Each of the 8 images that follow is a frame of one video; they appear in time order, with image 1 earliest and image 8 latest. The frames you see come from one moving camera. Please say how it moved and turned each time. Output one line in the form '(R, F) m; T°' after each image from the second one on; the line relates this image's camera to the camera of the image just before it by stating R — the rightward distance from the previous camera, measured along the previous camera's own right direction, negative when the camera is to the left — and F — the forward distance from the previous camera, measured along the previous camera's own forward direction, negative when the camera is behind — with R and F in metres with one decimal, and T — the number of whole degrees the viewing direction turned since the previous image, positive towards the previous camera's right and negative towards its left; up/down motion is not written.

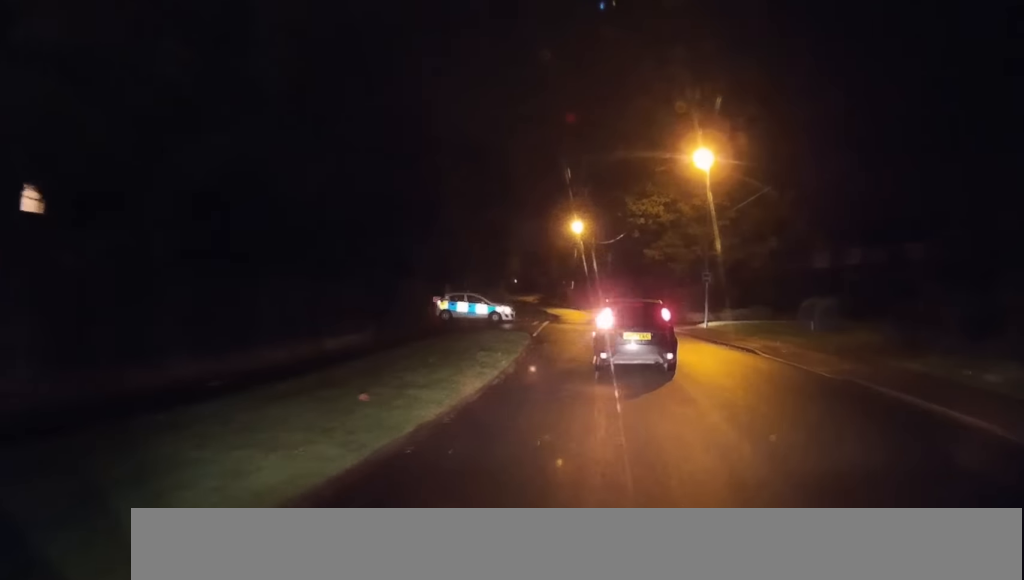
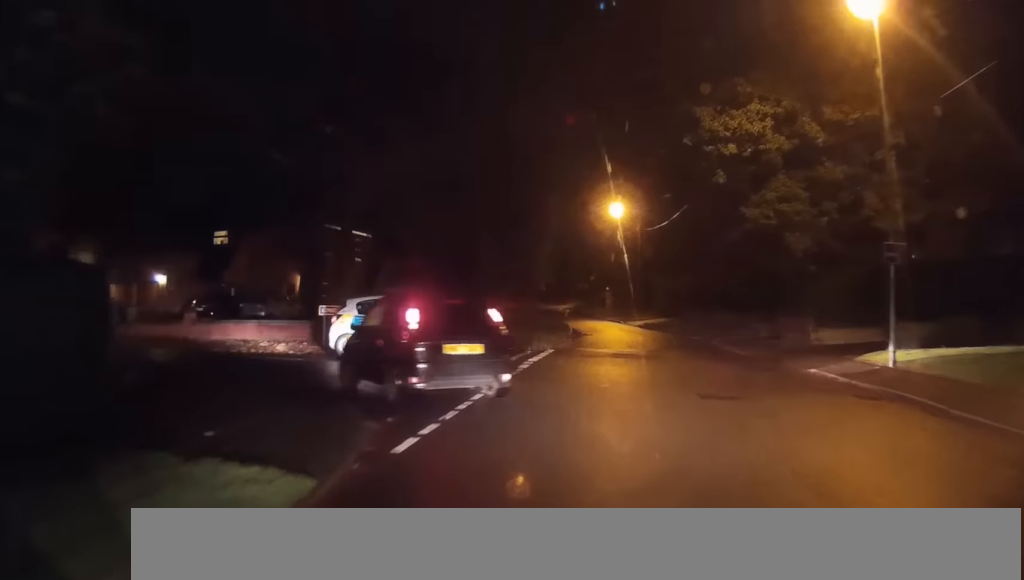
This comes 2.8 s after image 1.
(-0.9, +22.4) m; -4°
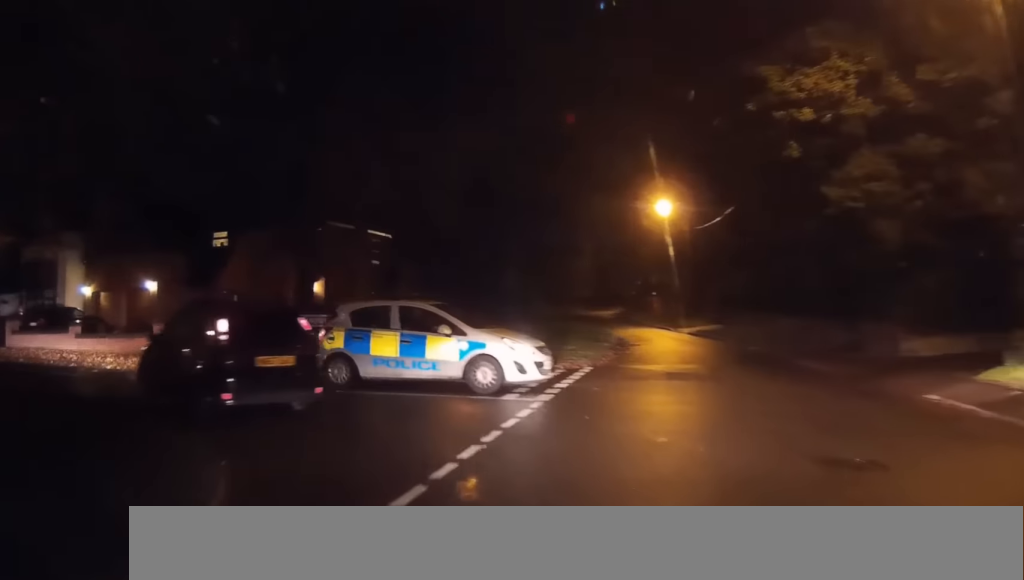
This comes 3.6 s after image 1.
(0.0, +4.3) m; -6°
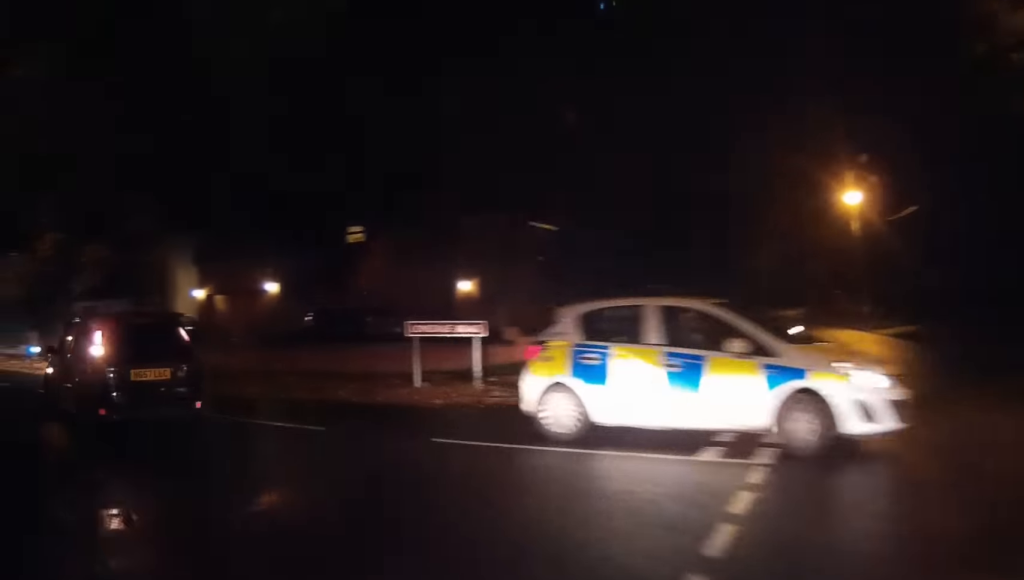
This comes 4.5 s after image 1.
(-0.3, +3.9) m; -24°
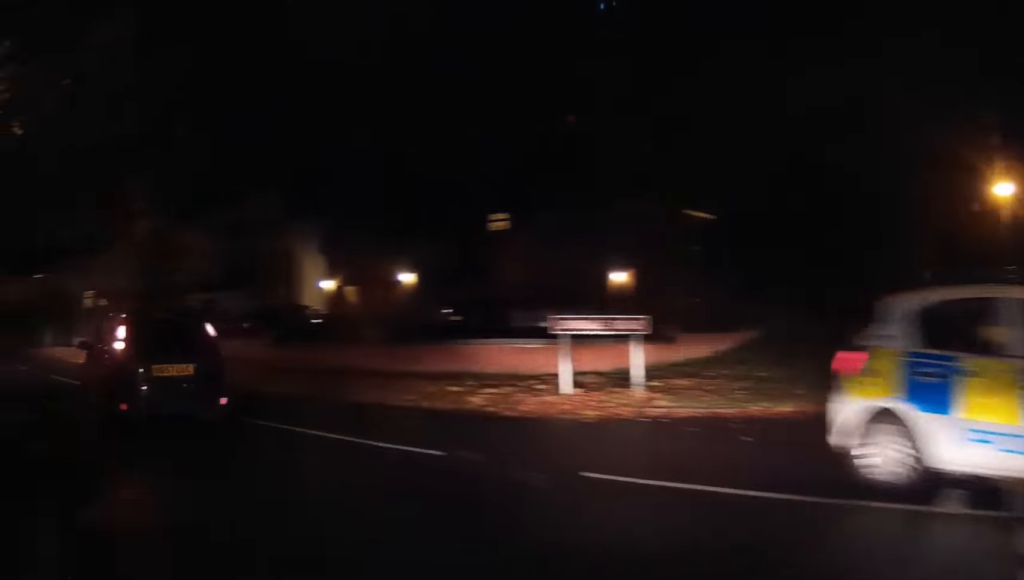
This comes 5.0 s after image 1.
(-0.6, +1.4) m; -14°
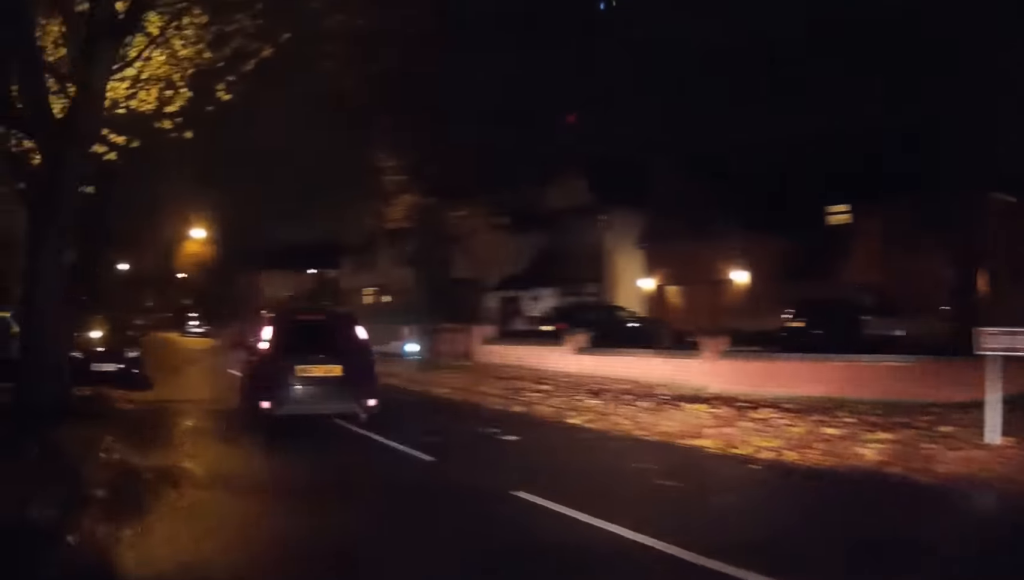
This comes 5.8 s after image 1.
(-0.9, +3.1) m; -22°
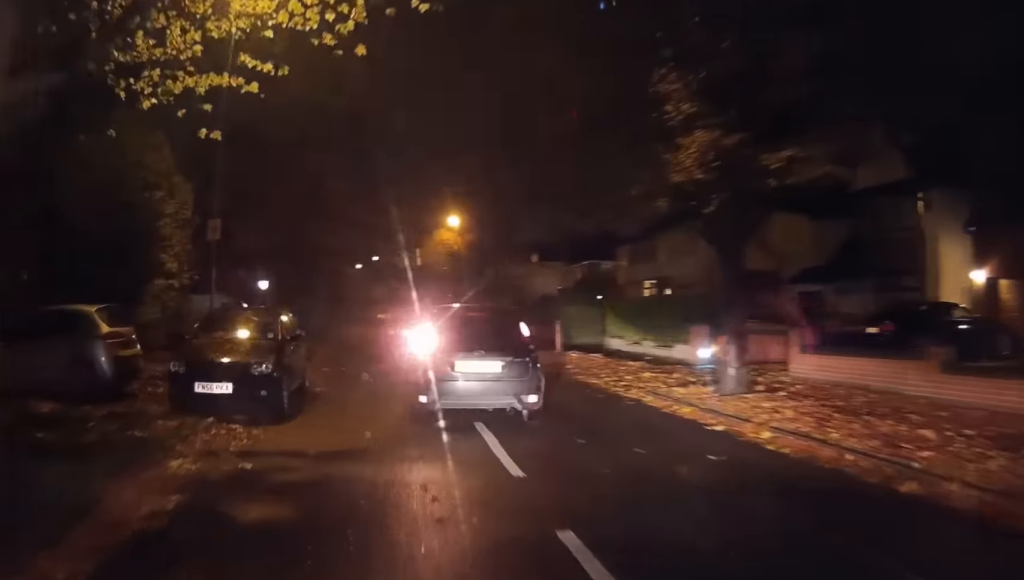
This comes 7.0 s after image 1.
(-0.7, +4.9) m; -12°
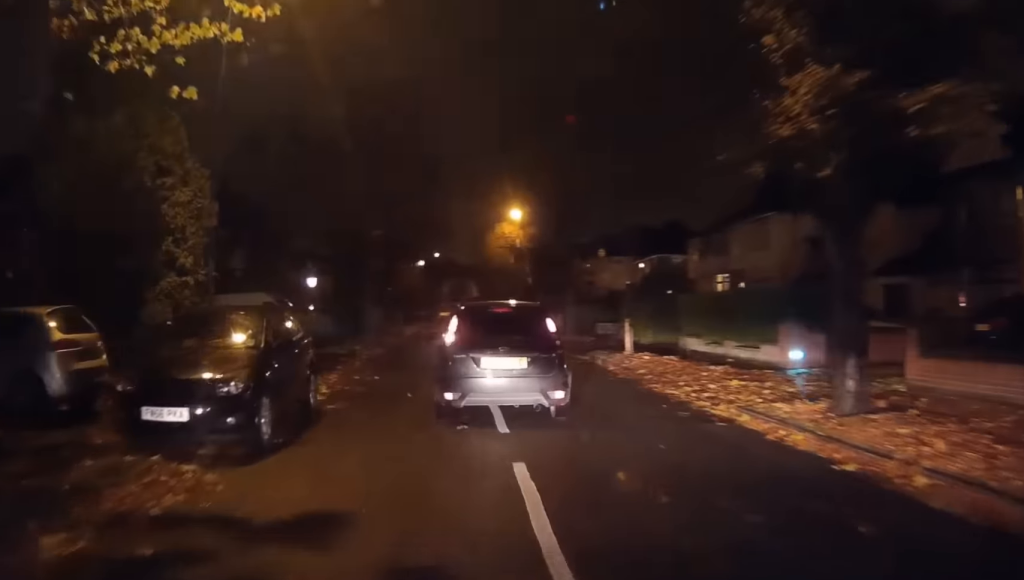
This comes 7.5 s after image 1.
(-0.1, +2.5) m; -3°
